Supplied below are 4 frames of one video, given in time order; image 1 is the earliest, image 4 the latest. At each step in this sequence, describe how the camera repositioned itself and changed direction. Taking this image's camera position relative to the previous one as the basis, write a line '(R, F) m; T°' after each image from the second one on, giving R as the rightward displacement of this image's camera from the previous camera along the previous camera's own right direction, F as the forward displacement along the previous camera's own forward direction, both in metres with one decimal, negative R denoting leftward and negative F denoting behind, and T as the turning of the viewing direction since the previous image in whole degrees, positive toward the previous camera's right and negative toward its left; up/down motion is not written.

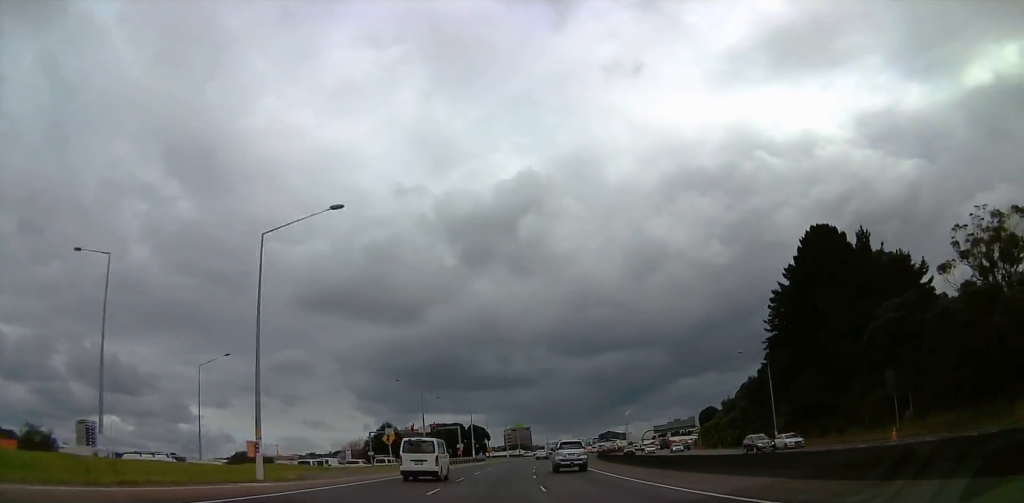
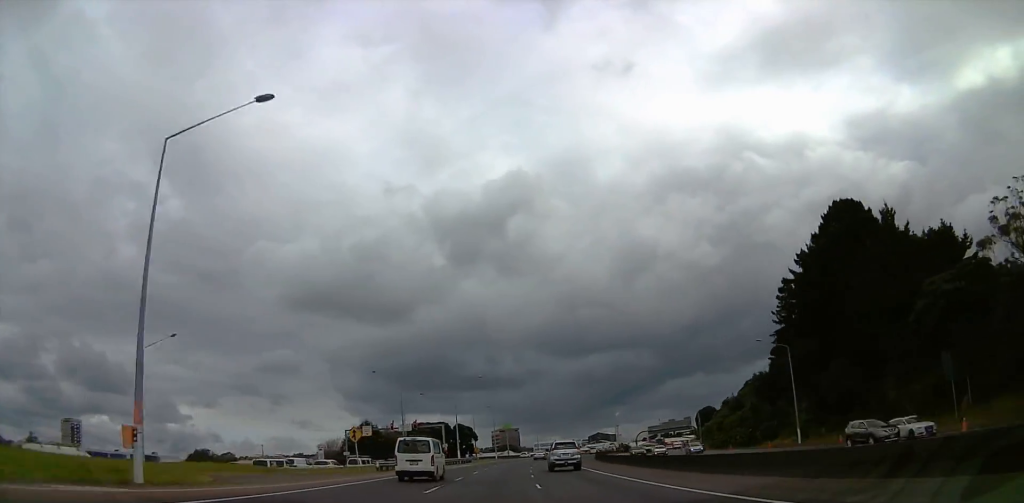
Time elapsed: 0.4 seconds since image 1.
(+0.7, +9.7) m; +2°
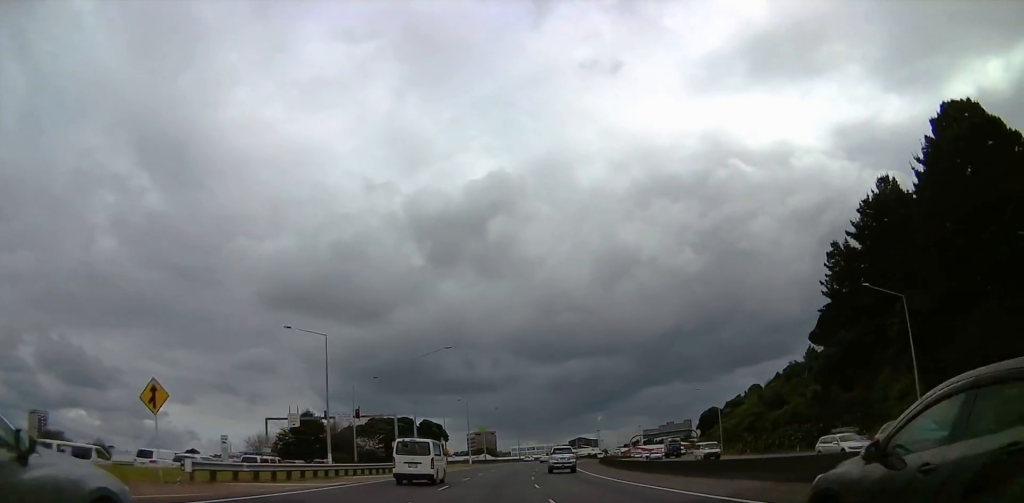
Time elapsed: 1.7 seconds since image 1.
(+1.1, +27.1) m; +3°
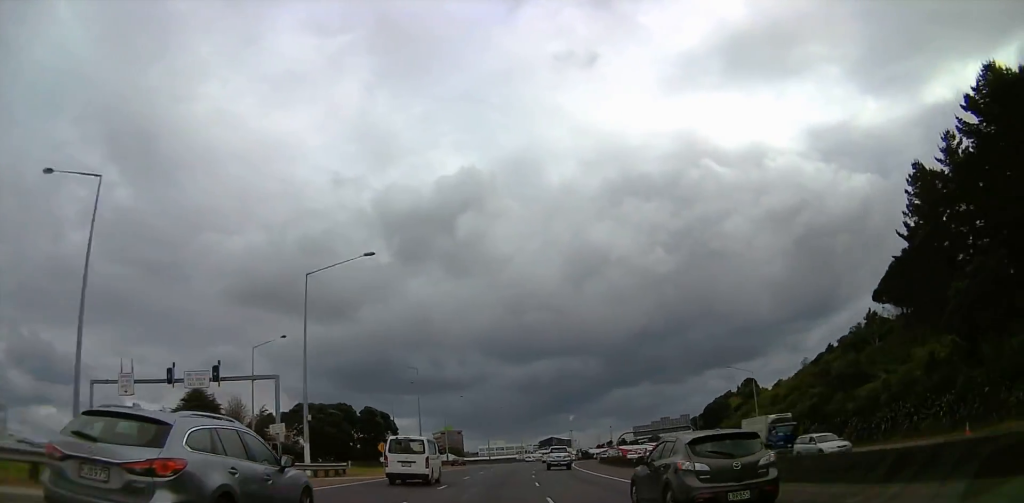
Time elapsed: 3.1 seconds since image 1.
(+0.4, +30.2) m; +1°
